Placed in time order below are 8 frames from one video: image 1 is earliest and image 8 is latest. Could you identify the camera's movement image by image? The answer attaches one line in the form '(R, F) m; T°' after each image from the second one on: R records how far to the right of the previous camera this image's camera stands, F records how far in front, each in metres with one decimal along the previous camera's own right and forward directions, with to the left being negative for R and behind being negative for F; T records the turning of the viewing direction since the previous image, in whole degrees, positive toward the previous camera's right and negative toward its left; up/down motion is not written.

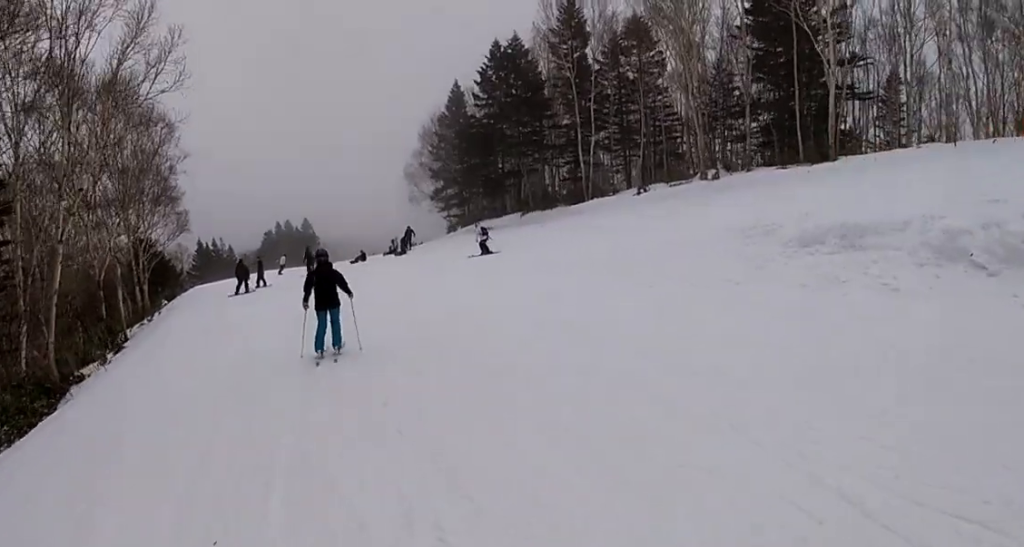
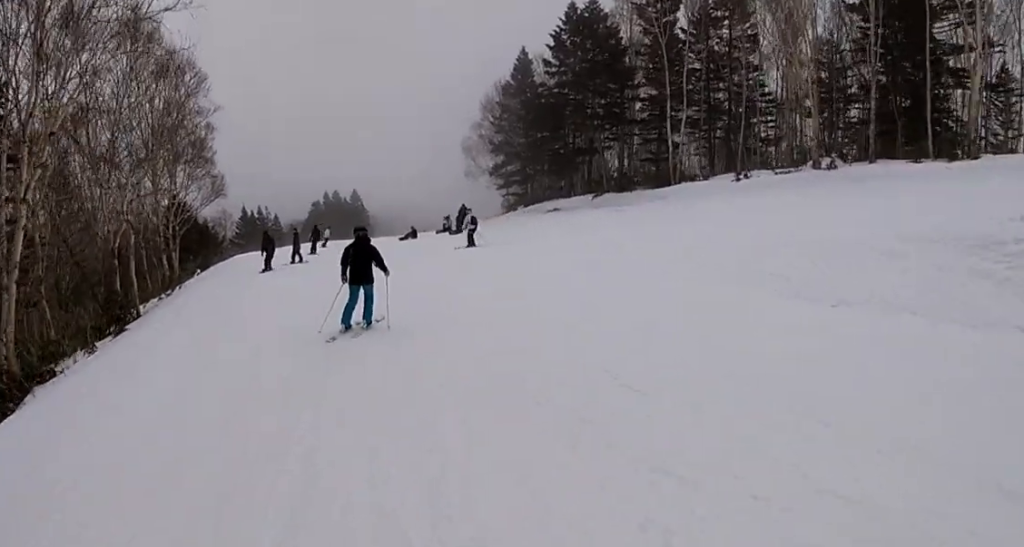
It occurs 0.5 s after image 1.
(0.0, +4.1) m; +1°
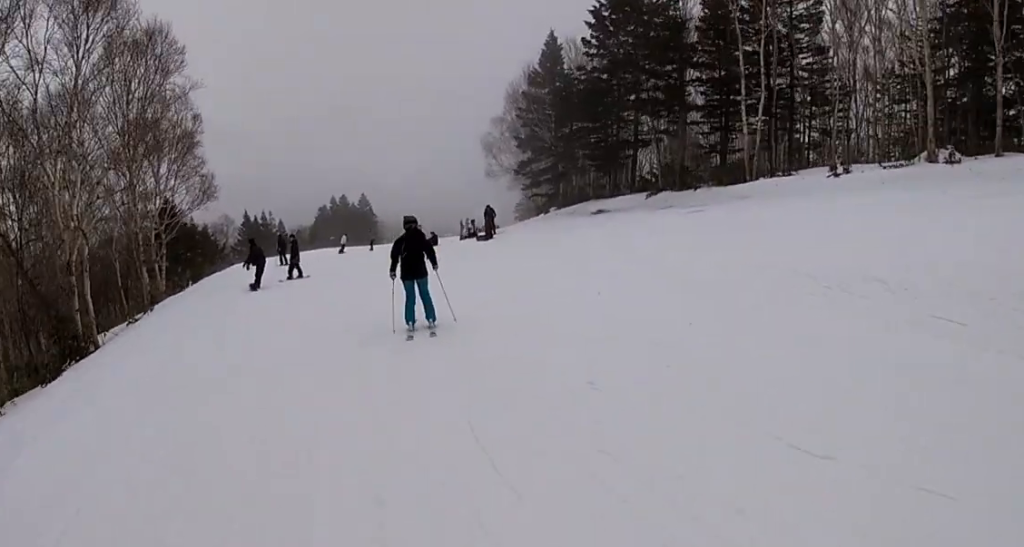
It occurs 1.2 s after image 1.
(-0.1, +5.3) m; +2°
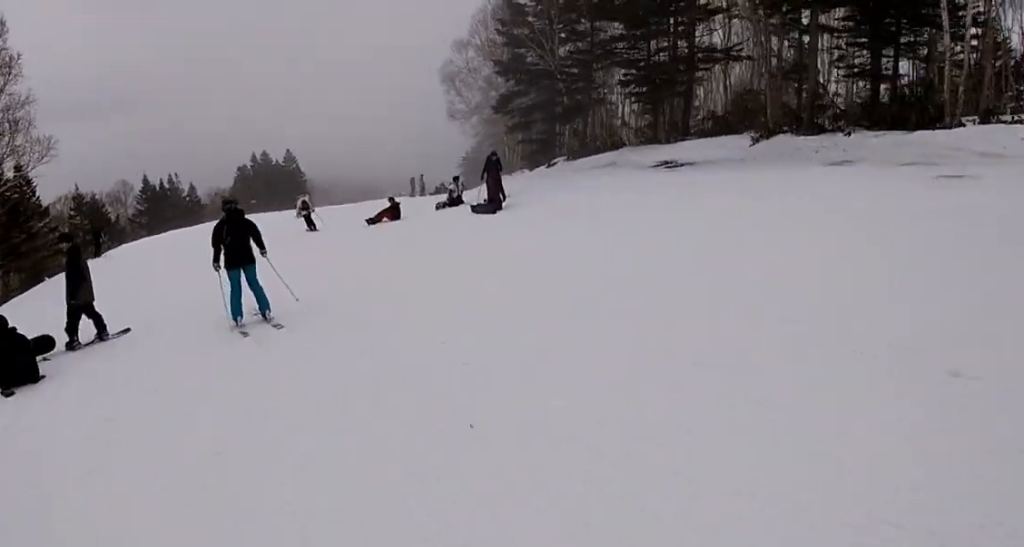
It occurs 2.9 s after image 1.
(-1.4, +11.6) m; -19°
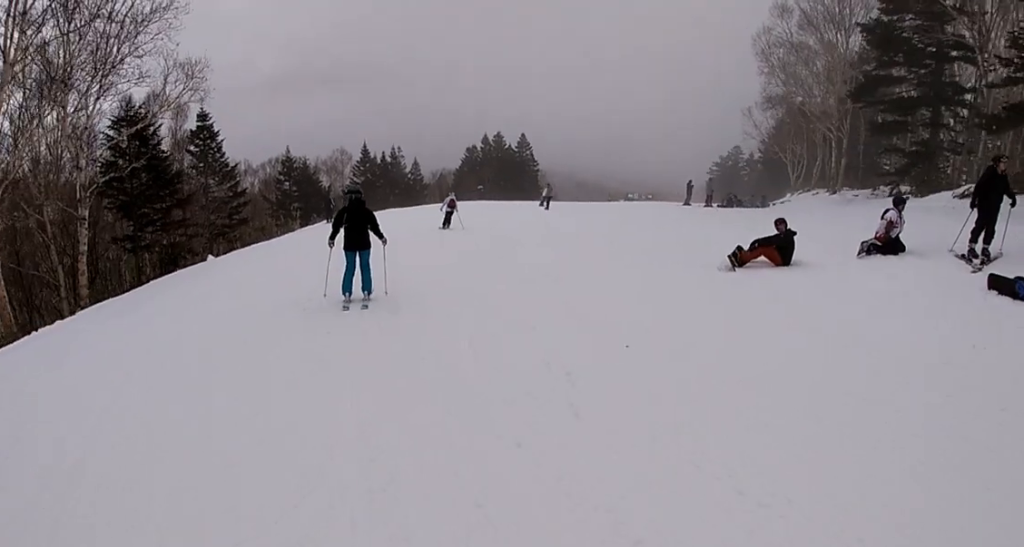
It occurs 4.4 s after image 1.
(-0.8, +10.4) m; +9°
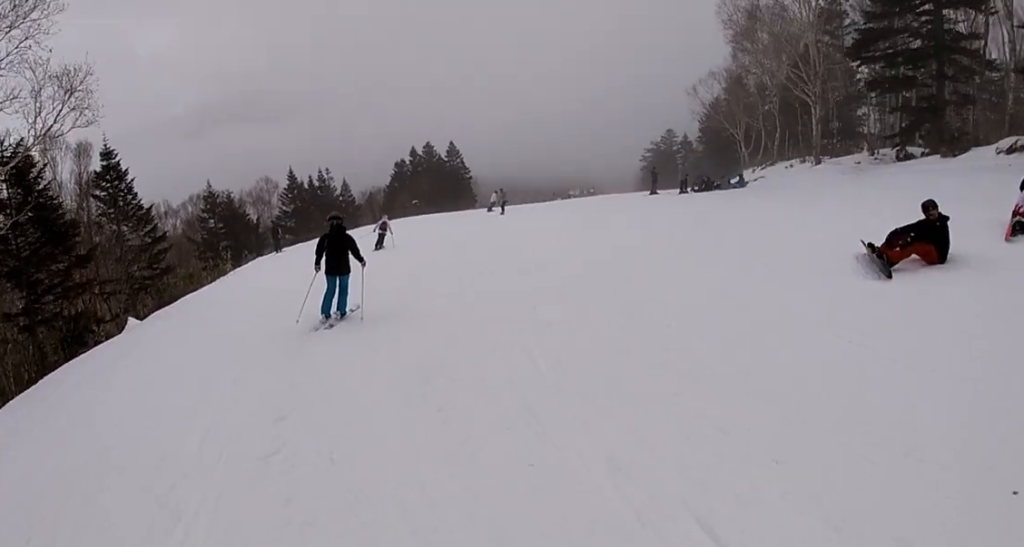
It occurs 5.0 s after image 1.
(+1.0, +3.9) m; +7°
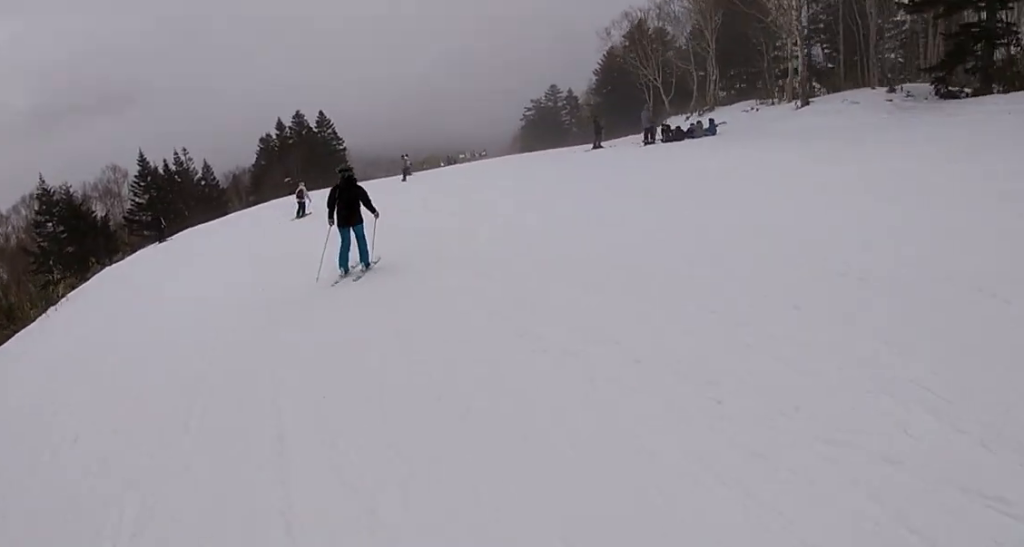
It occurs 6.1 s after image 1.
(+0.3, +7.5) m; -6°
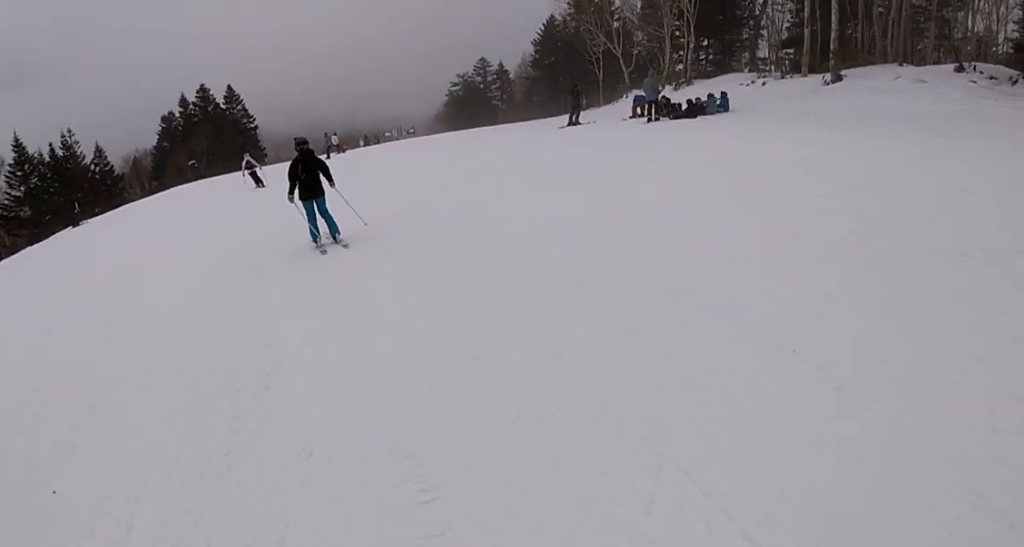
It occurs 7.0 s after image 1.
(-0.8, +5.9) m; -3°
